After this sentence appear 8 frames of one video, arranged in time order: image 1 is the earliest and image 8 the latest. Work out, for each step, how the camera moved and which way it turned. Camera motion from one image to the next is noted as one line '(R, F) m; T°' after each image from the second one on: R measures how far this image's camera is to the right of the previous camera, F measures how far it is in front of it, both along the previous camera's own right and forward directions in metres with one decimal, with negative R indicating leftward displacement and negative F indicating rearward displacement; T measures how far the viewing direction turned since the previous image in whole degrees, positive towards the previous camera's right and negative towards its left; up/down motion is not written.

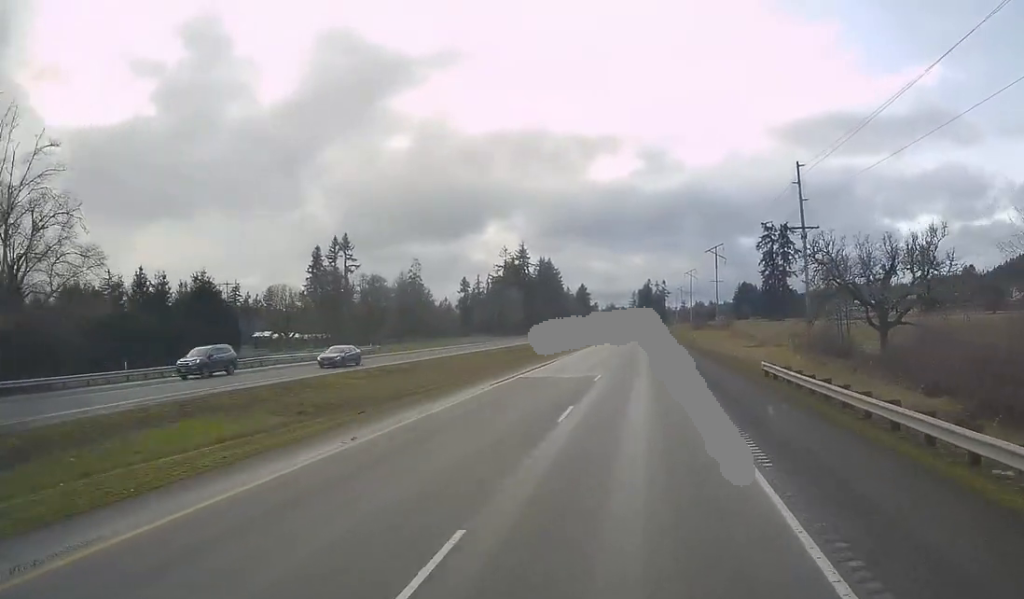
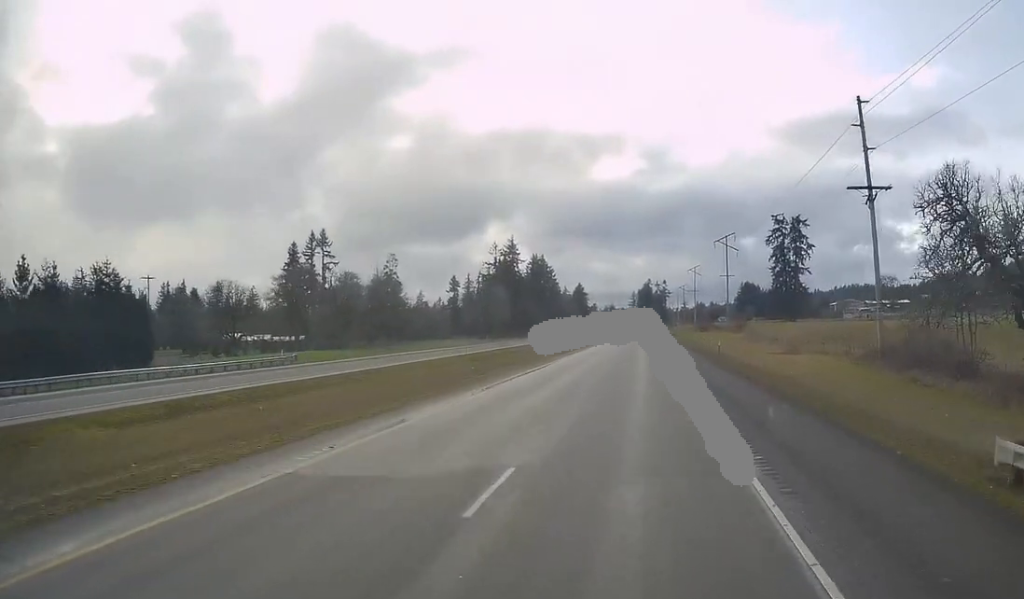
(0.0, +21.2) m; 0°
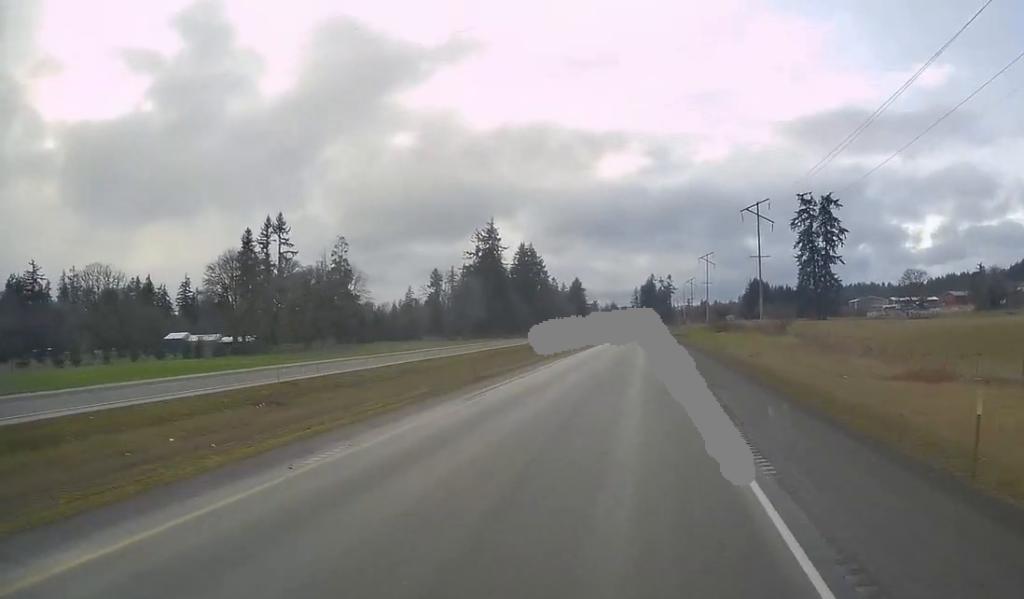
(-0.2, +36.6) m; +1°
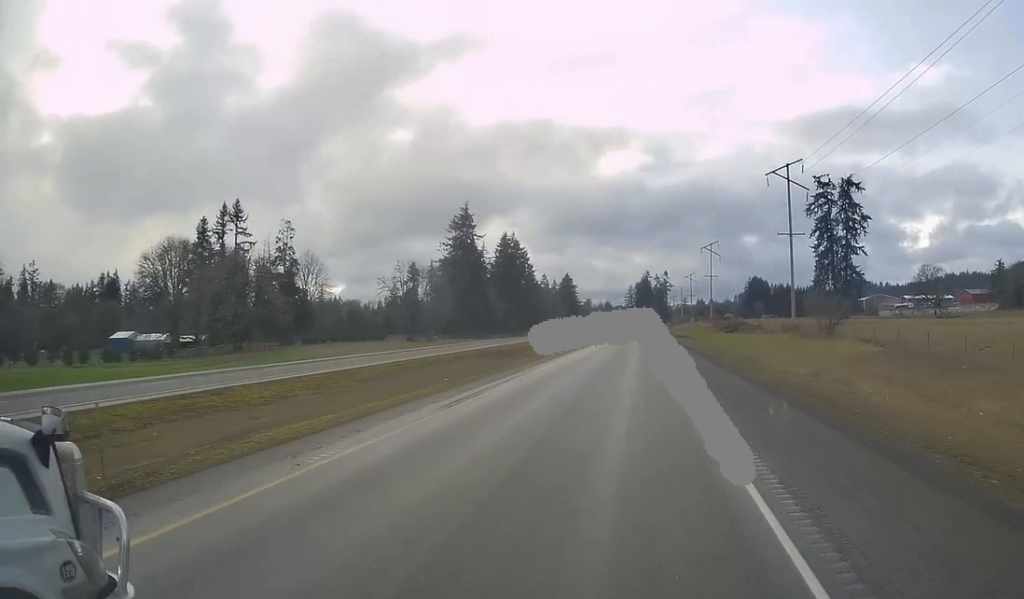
(+0.3, +25.4) m; 0°
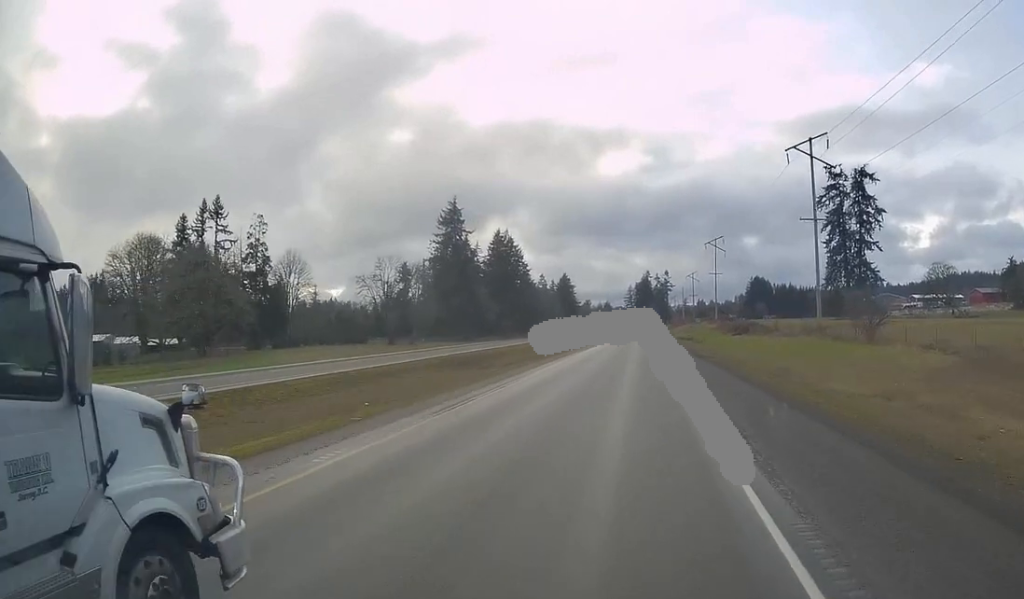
(-0.1, +11.2) m; 0°
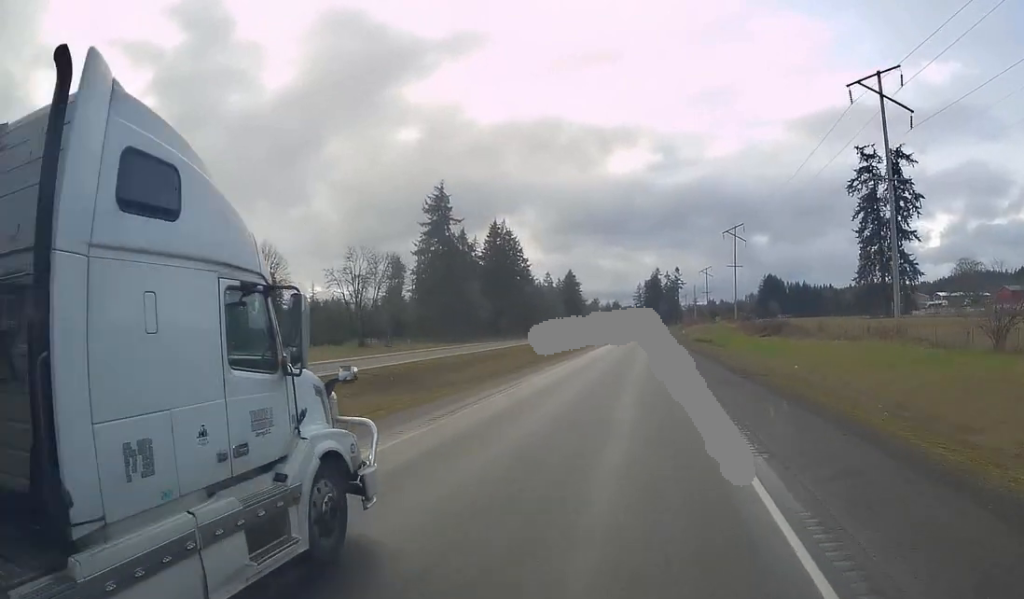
(-0.1, +18.3) m; 0°
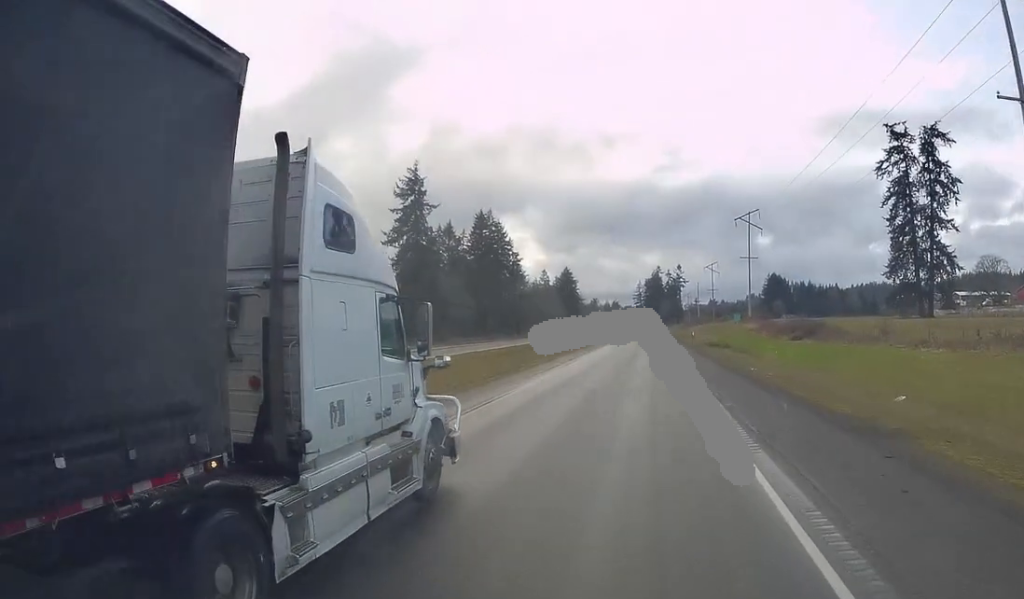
(+0.1, +18.1) m; -1°
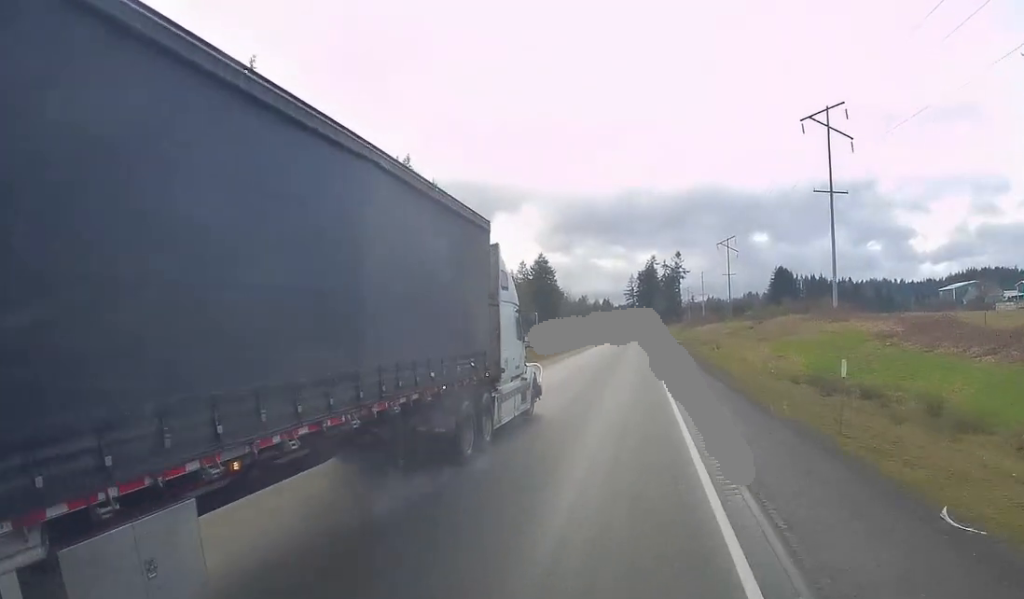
(+0.1, +58.0) m; +1°
